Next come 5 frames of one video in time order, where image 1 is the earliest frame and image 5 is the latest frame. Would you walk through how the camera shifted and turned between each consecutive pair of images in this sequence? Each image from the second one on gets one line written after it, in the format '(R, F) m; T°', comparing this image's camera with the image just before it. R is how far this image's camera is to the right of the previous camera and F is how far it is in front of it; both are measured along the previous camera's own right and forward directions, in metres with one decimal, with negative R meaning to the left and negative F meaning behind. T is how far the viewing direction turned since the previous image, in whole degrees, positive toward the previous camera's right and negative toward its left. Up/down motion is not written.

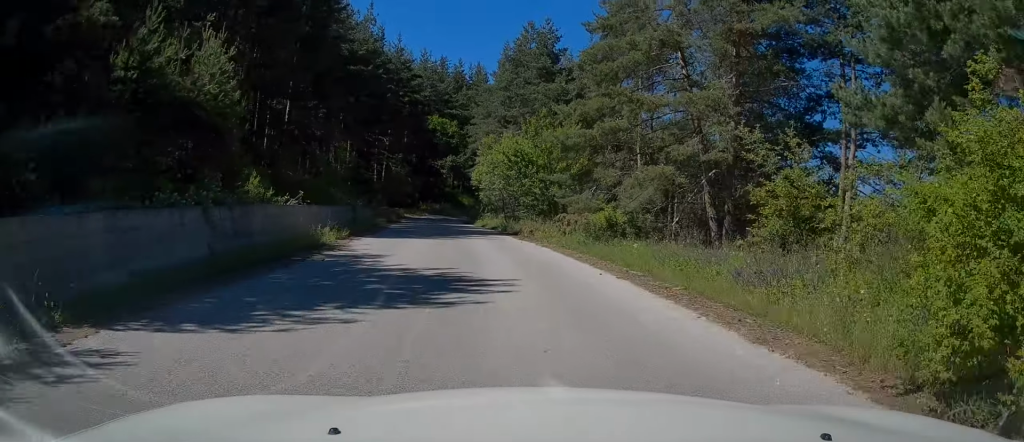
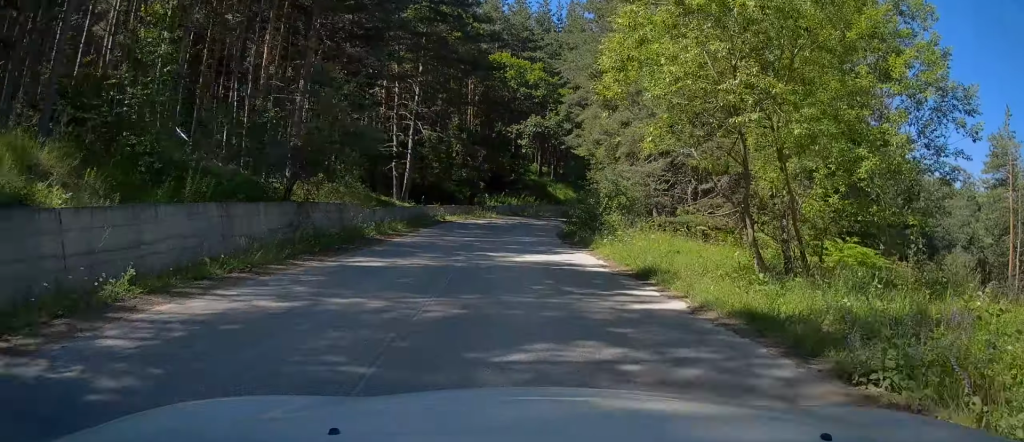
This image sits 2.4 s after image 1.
(-4.5, +32.0) m; -12°
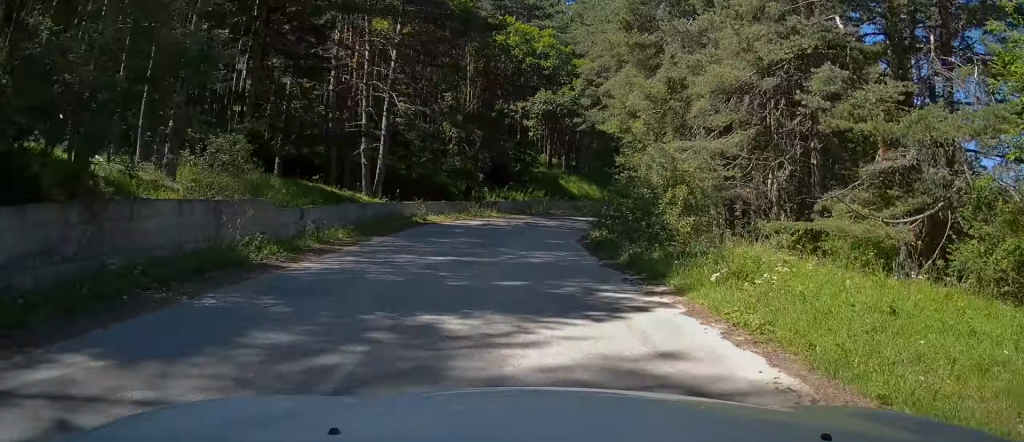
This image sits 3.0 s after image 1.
(-0.1, +9.1) m; 0°
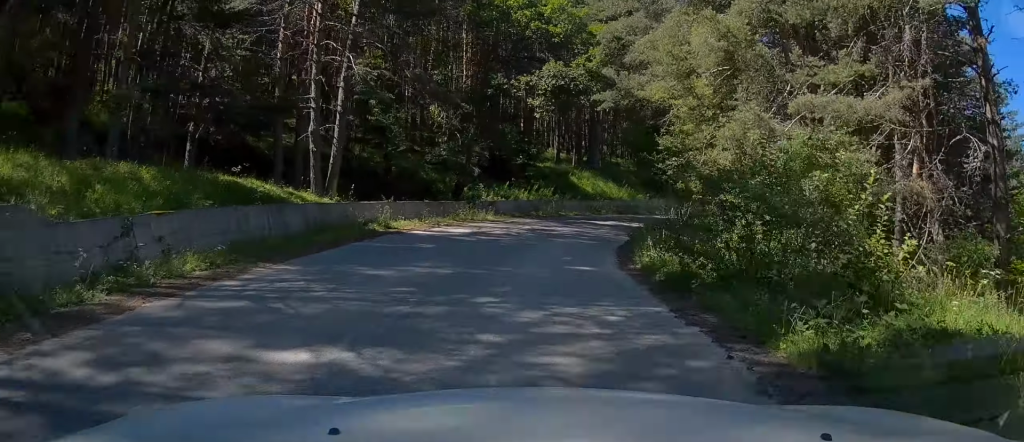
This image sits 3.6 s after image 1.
(-0.1, +8.2) m; 0°
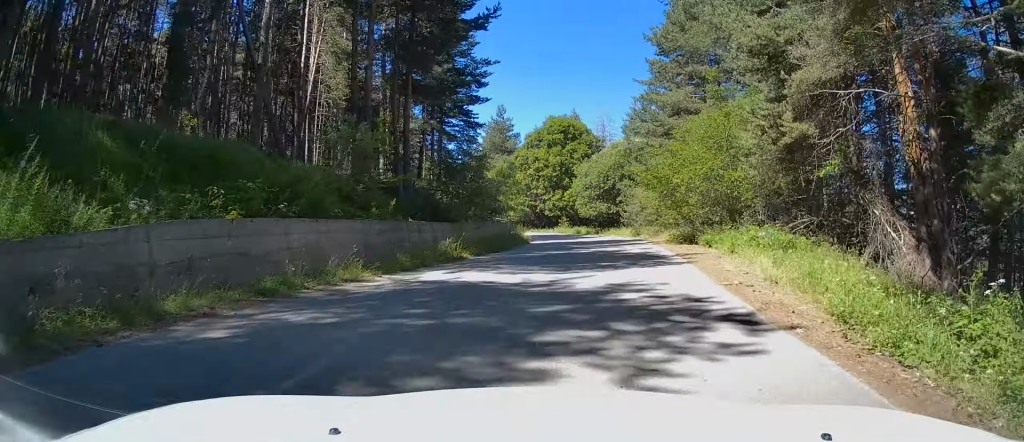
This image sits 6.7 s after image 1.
(+6.5, +38.0) m; +25°
